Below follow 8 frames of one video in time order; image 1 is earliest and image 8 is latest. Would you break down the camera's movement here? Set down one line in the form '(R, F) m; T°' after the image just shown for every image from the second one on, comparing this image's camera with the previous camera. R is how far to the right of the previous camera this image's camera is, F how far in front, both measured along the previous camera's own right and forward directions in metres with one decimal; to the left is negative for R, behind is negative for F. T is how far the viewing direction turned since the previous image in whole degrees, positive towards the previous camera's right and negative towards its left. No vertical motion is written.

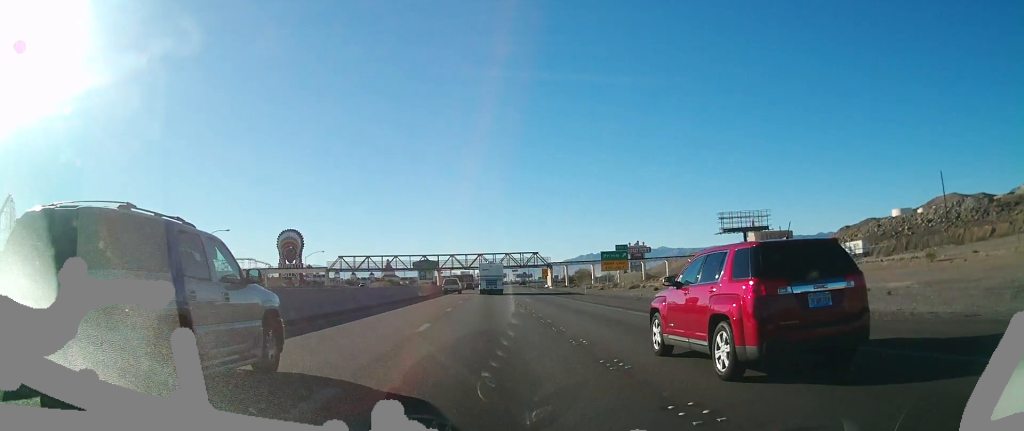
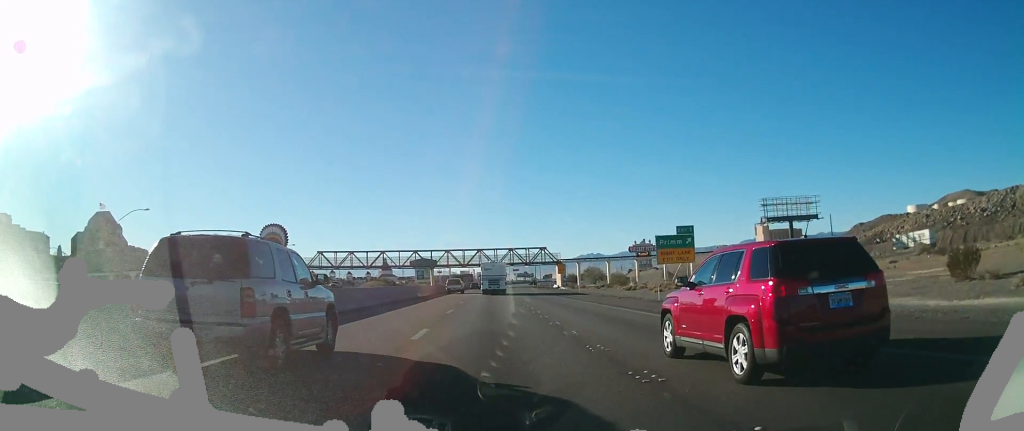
(-0.4, +26.5) m; -1°
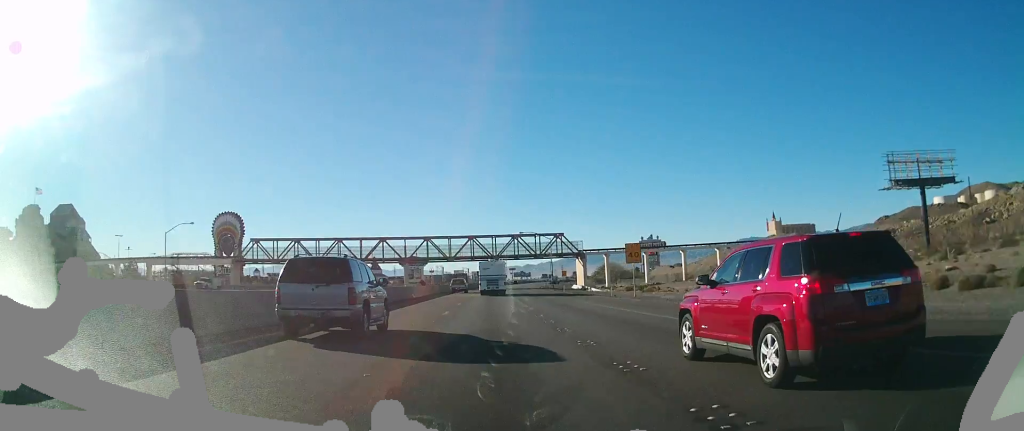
(-0.3, +50.0) m; 0°
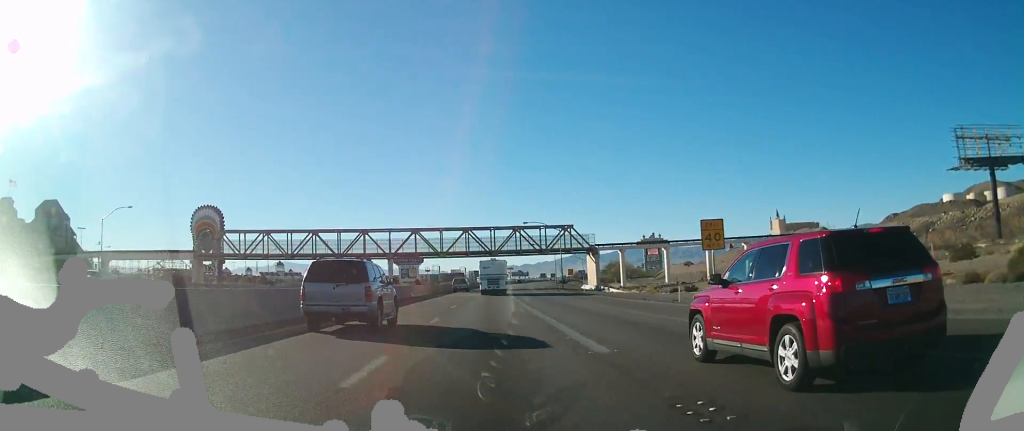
(+0.1, +17.9) m; 0°
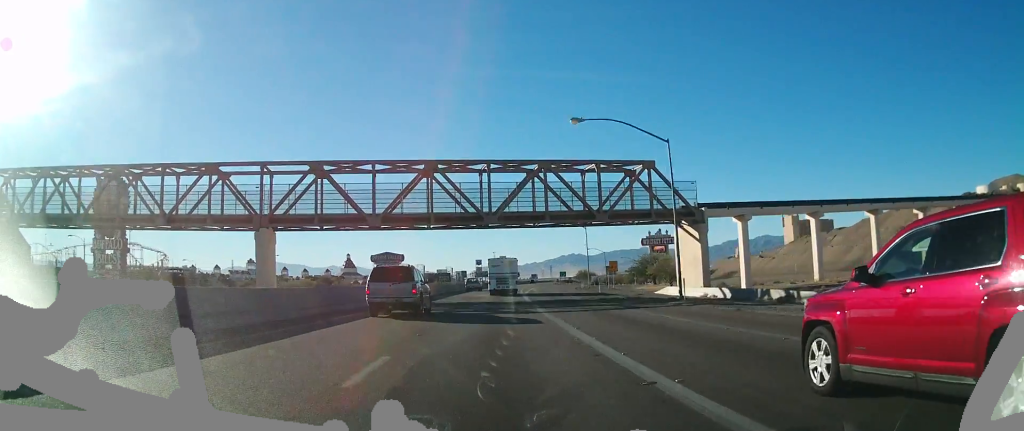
(+0.1, +61.2) m; 0°
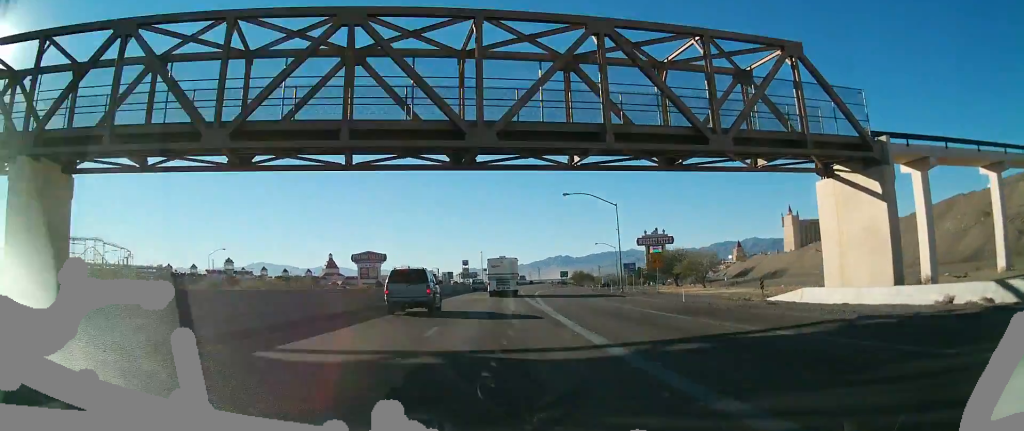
(0.0, +28.8) m; +1°
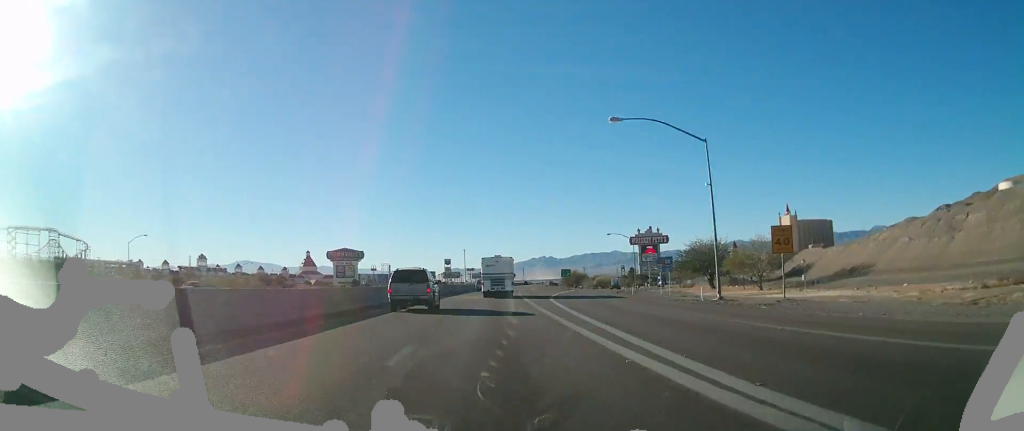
(+0.3, +29.9) m; +1°
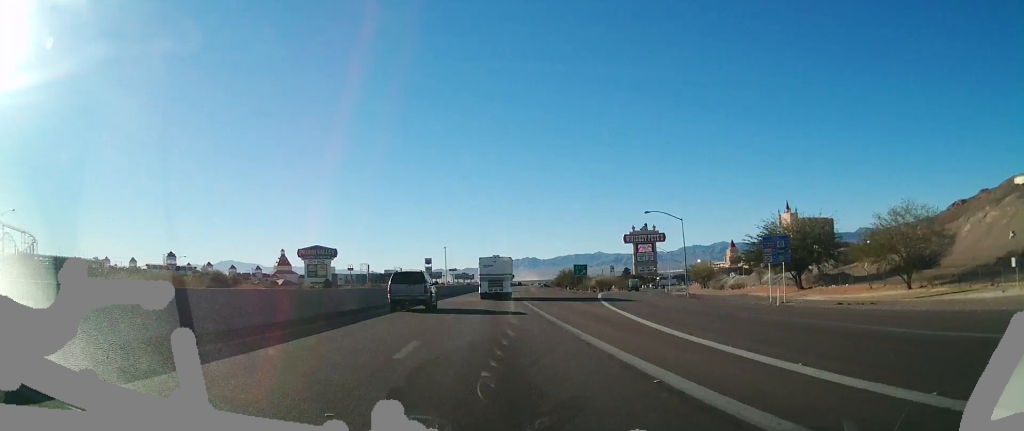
(+0.6, +35.4) m; +2°
